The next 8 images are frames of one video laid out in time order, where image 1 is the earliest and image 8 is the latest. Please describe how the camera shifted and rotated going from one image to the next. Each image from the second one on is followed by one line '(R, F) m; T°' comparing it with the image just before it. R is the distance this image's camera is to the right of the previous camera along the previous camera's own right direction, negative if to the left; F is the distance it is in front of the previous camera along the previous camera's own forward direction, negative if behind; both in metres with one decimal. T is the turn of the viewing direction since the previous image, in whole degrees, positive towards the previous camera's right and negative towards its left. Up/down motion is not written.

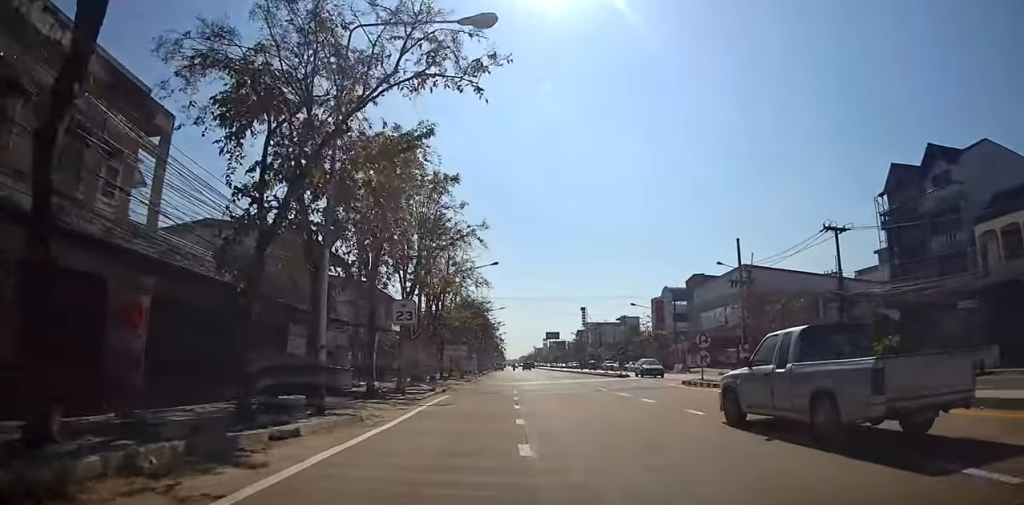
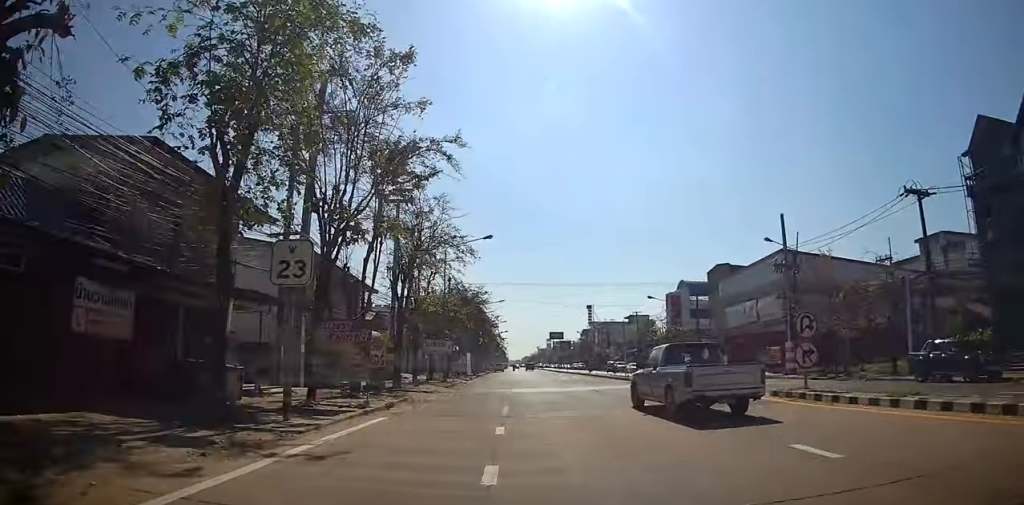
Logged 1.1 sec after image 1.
(-0.4, +9.1) m; +2°
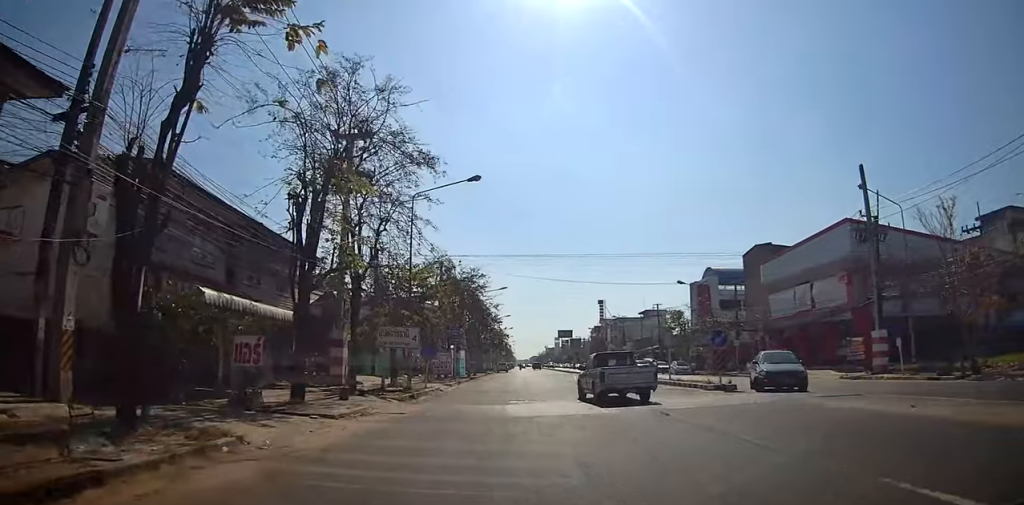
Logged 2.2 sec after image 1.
(+0.6, +10.4) m; 0°
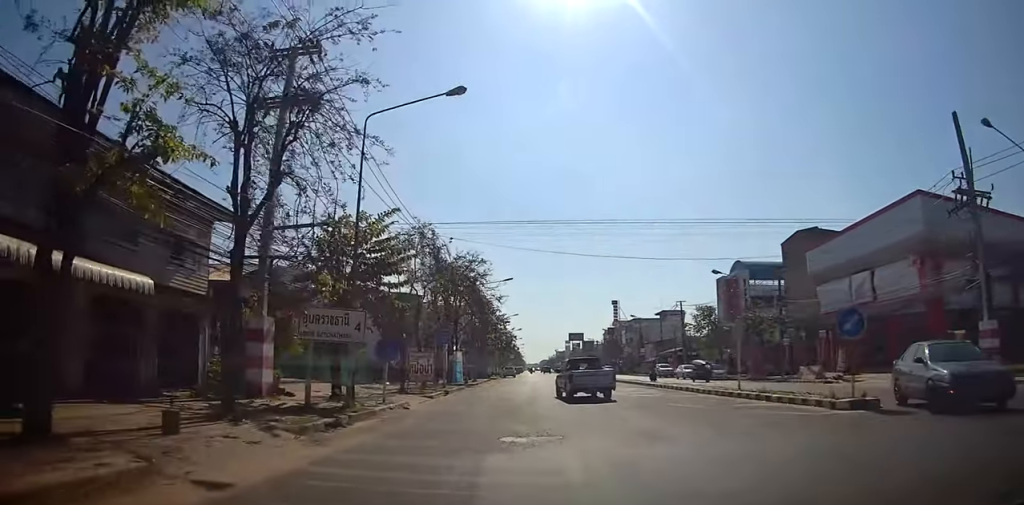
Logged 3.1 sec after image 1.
(-0.5, +8.0) m; -3°
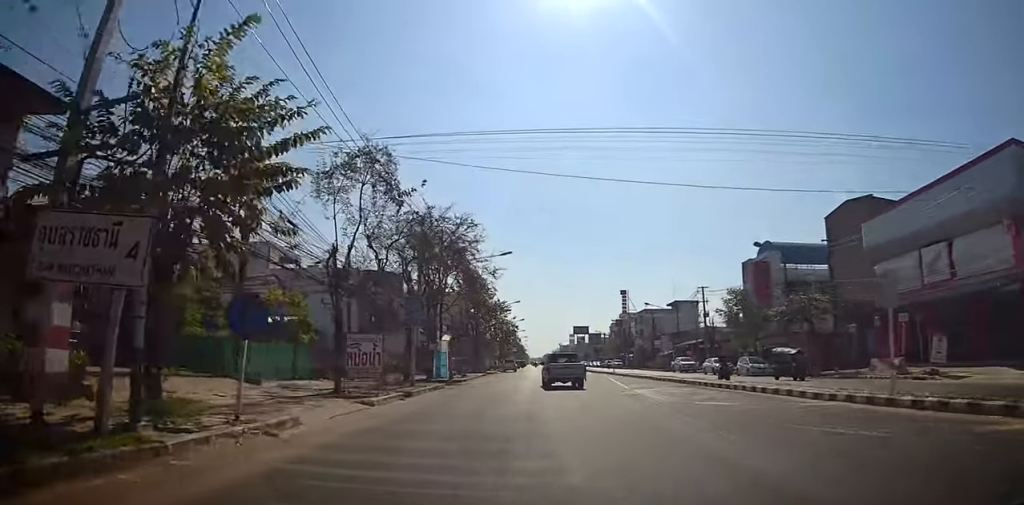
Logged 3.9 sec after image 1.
(0.0, +8.4) m; -2°
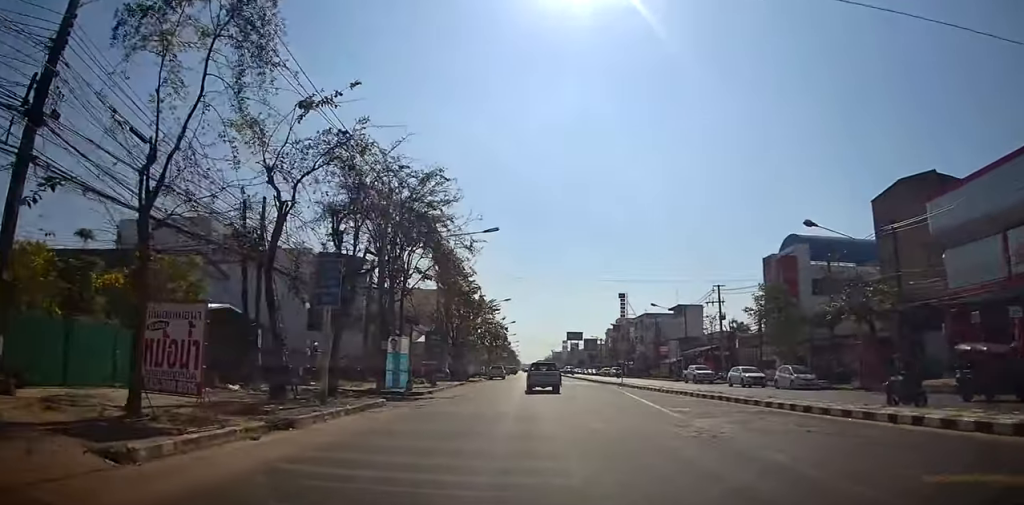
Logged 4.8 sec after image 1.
(-0.3, +8.7) m; 0°
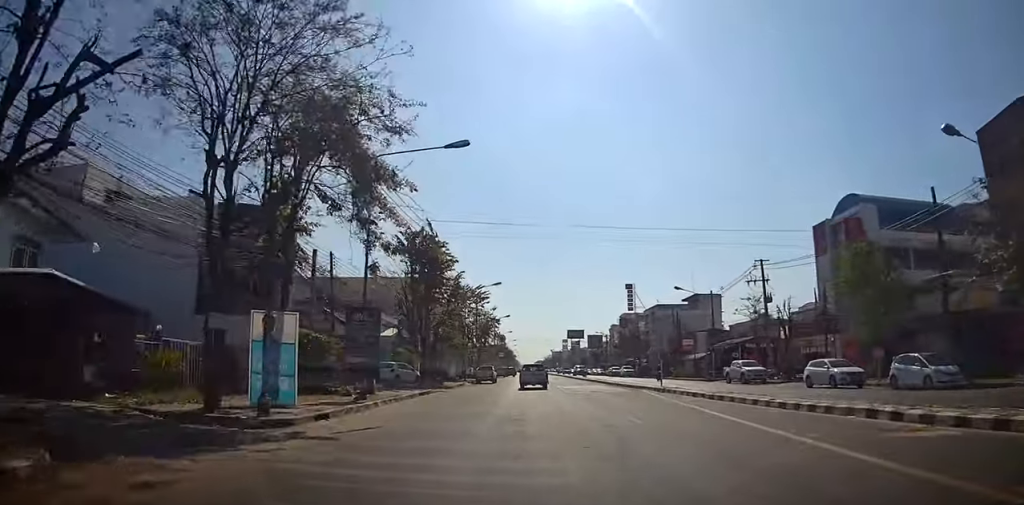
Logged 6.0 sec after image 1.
(+0.2, +12.6) m; 0°
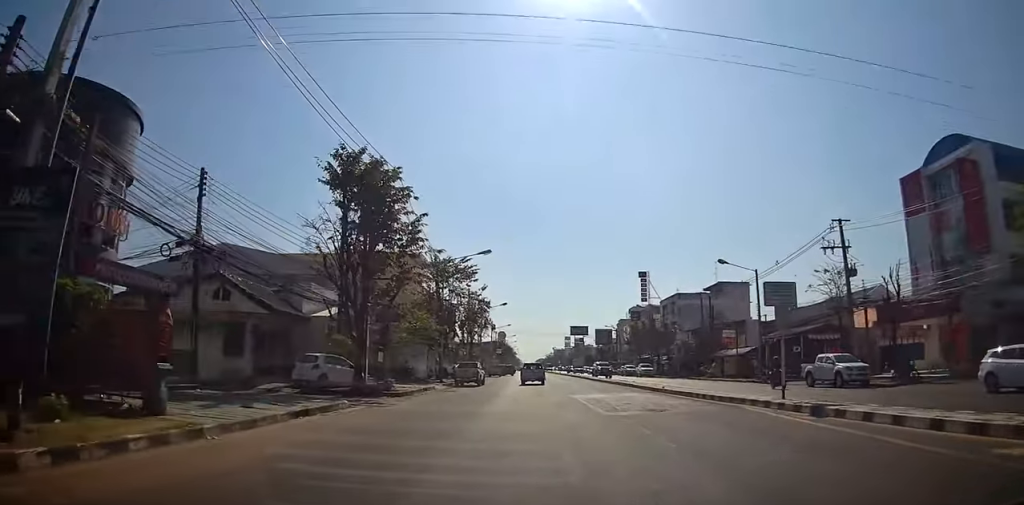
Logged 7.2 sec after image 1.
(-0.4, +13.5) m; -2°
